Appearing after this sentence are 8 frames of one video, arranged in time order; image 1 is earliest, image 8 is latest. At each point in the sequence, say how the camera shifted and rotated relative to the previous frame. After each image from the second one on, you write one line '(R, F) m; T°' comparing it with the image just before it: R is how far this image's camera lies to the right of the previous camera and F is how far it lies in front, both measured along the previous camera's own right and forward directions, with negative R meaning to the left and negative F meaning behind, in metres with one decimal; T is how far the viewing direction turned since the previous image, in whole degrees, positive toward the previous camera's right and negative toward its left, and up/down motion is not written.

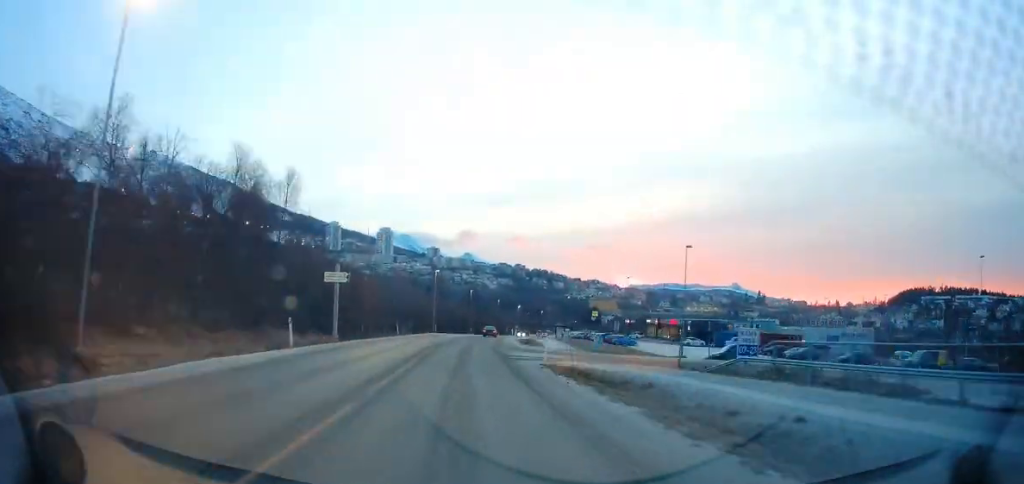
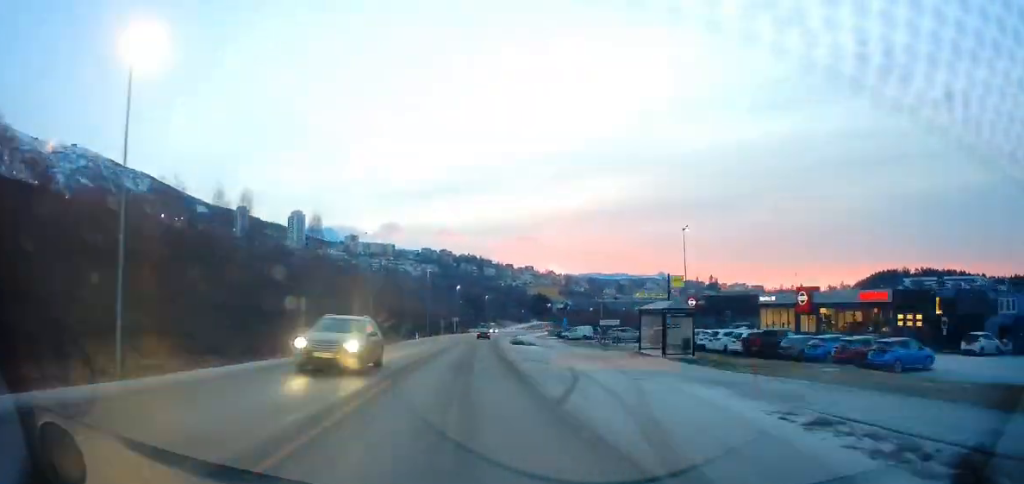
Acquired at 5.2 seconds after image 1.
(+0.7, +82.4) m; +6°
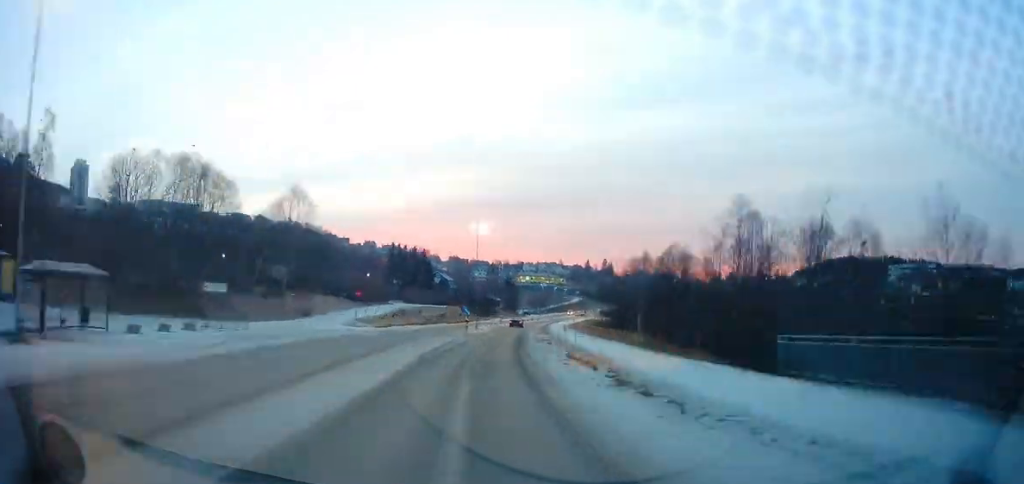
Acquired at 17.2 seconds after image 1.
(+24.3, +174.6) m; +16°
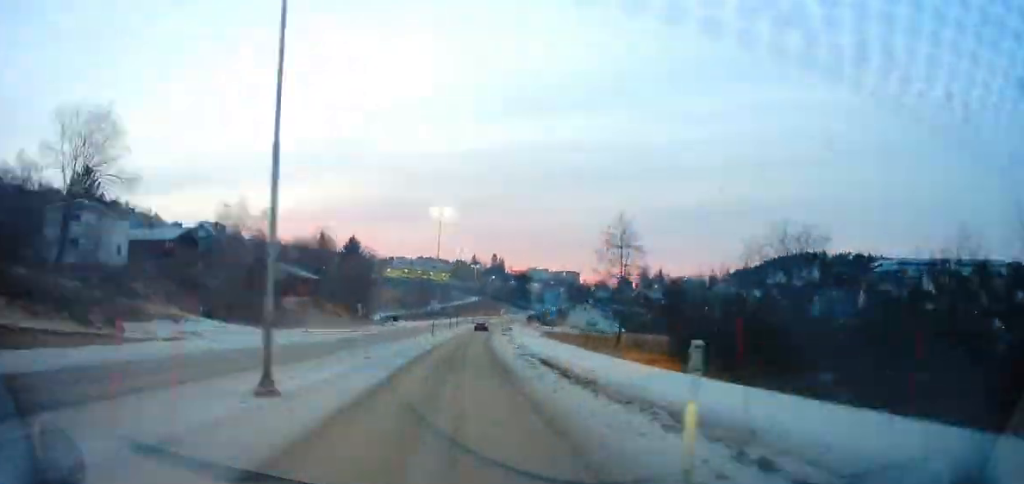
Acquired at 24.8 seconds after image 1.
(+10.2, +104.9) m; +12°
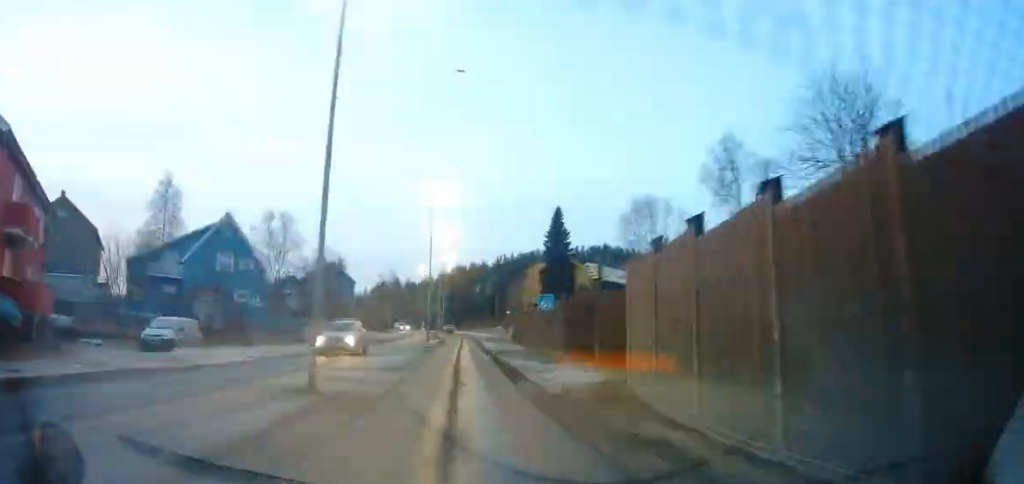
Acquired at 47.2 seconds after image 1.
(+85.4, +271.6) m; +18°
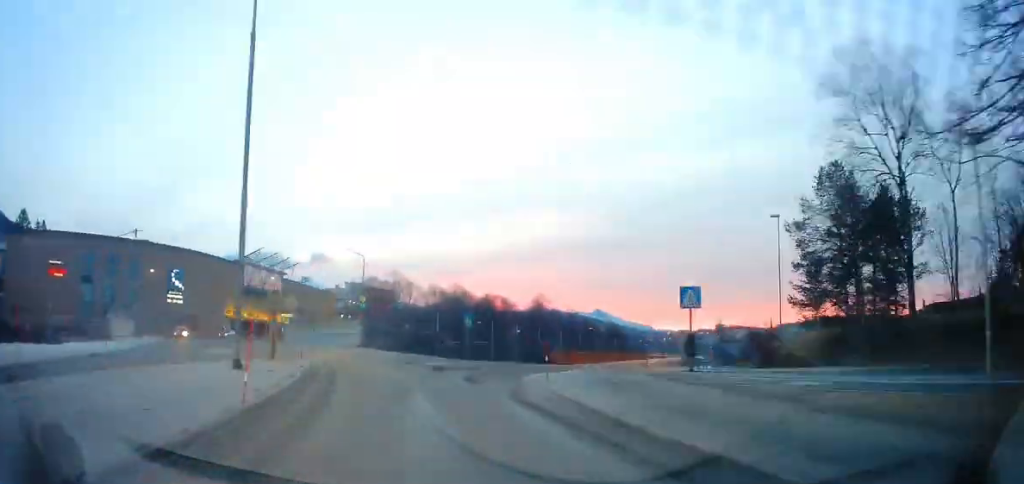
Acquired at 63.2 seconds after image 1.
(-48.9, +135.1) m; -41°
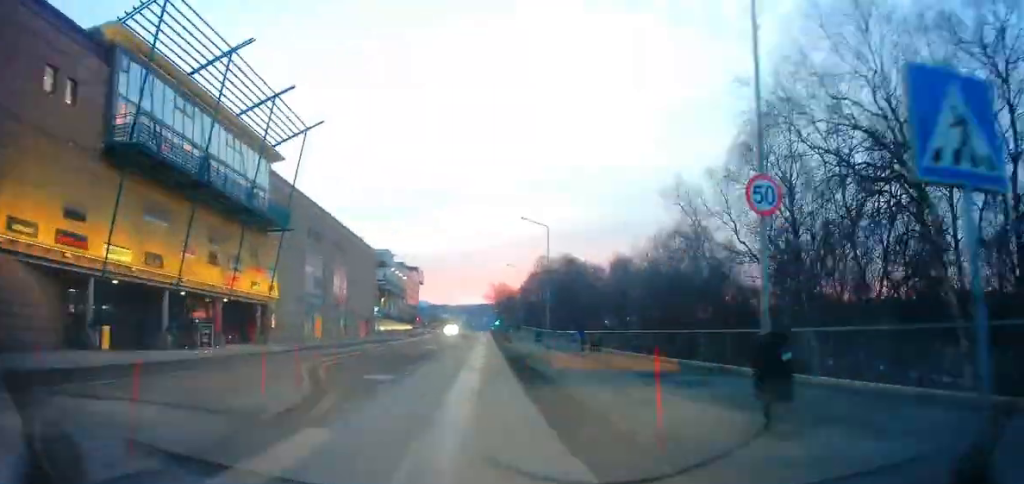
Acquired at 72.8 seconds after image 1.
(-20.3, +87.9) m; -9°
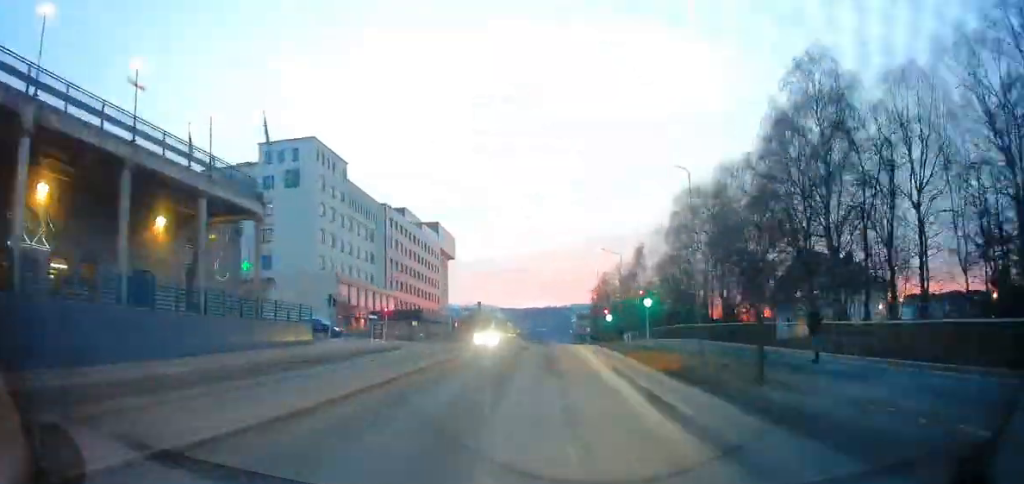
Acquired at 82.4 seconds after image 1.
(+4.7, +72.5) m; -4°
